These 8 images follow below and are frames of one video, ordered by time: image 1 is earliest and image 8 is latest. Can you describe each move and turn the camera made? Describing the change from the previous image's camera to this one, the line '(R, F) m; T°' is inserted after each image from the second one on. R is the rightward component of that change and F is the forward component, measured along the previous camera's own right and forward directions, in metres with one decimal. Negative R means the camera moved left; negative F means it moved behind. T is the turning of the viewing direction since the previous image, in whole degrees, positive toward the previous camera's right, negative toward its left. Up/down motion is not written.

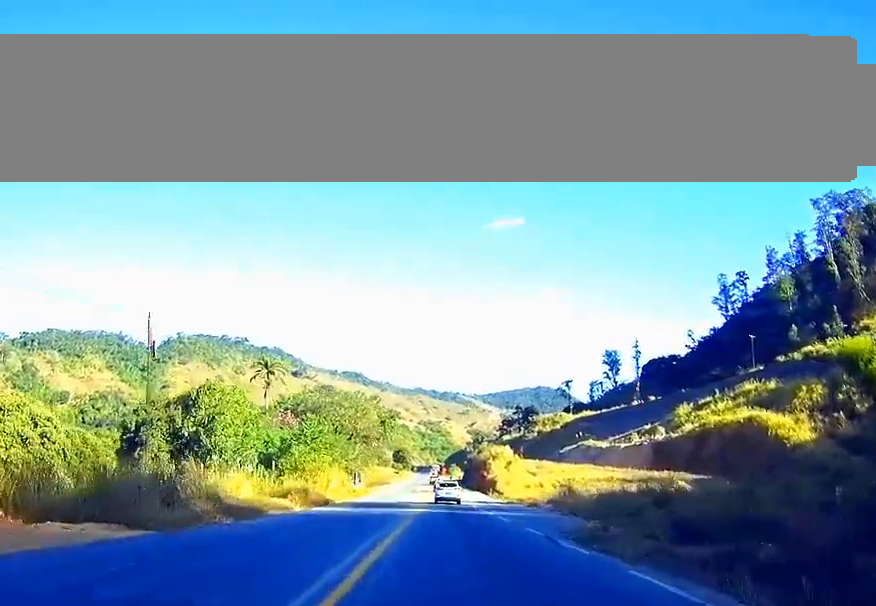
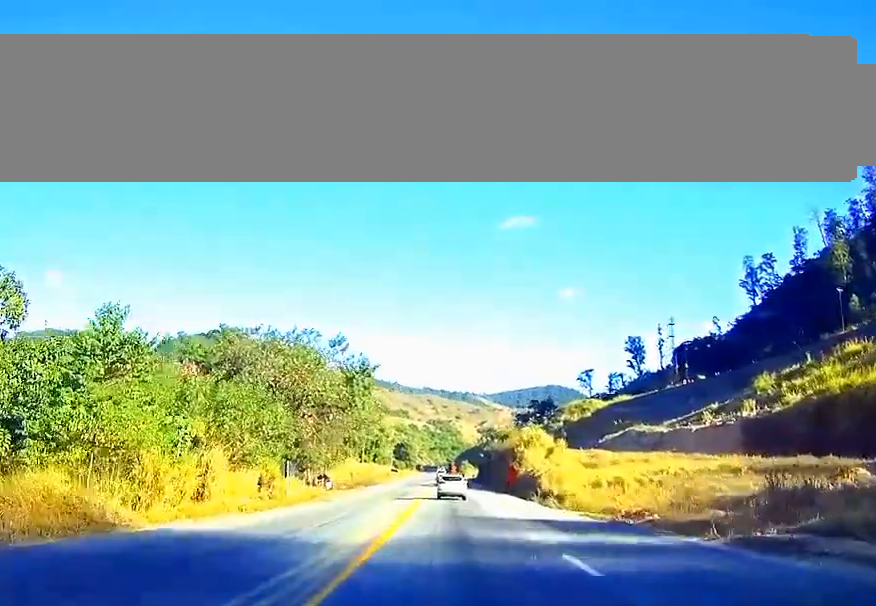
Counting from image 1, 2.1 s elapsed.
(-0.7, +43.3) m; -1°
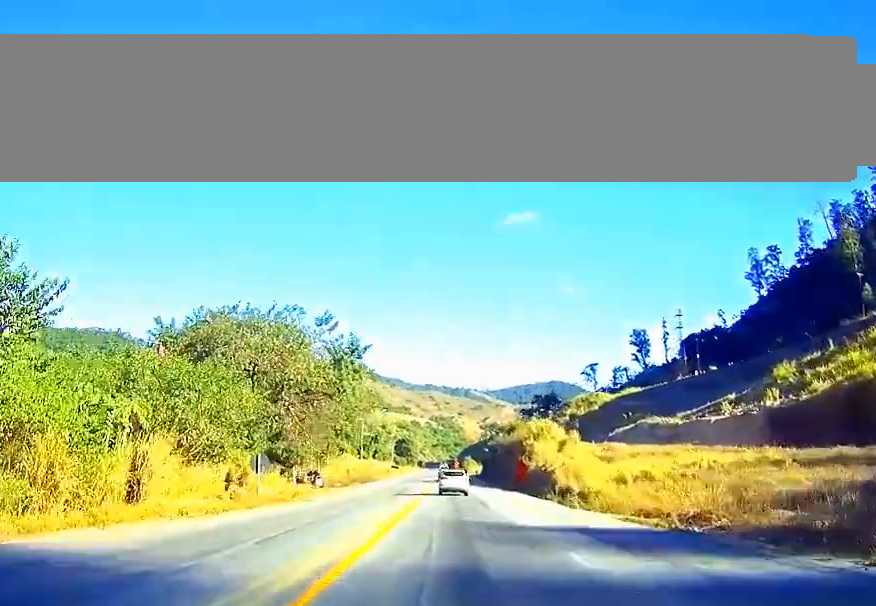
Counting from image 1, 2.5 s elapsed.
(0.0, +8.1) m; 0°
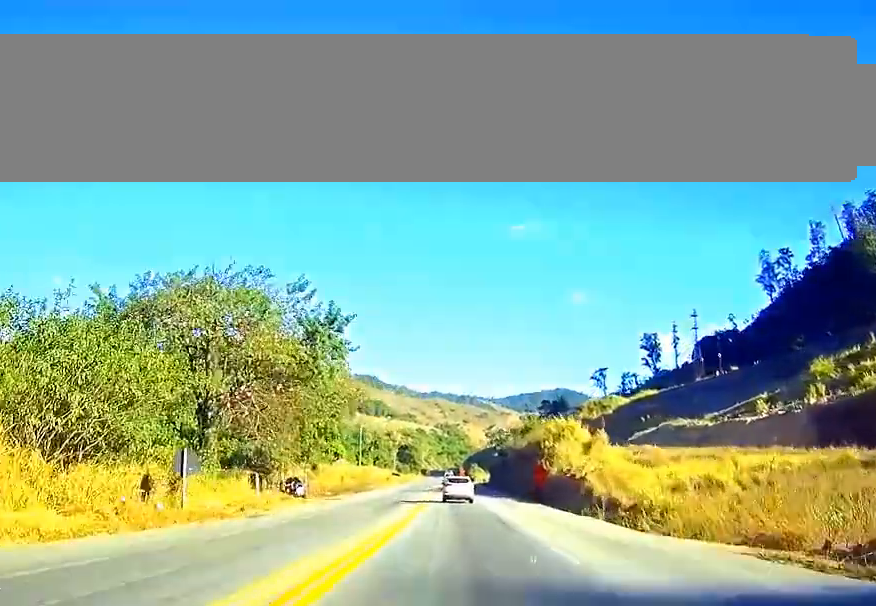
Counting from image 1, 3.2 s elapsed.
(-0.1, +13.0) m; 0°
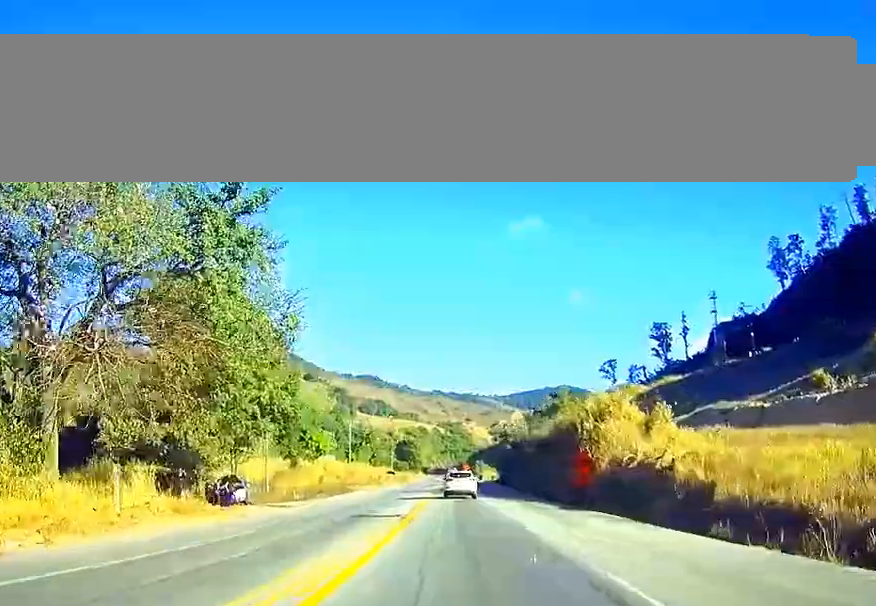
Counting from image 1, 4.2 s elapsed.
(-0.1, +20.6) m; -1°
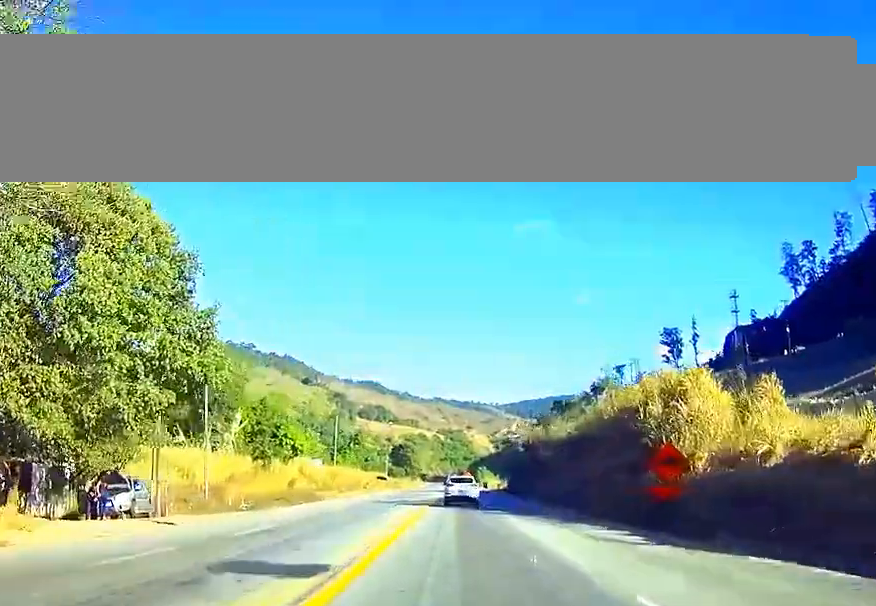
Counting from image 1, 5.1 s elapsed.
(-0.1, +17.3) m; 0°
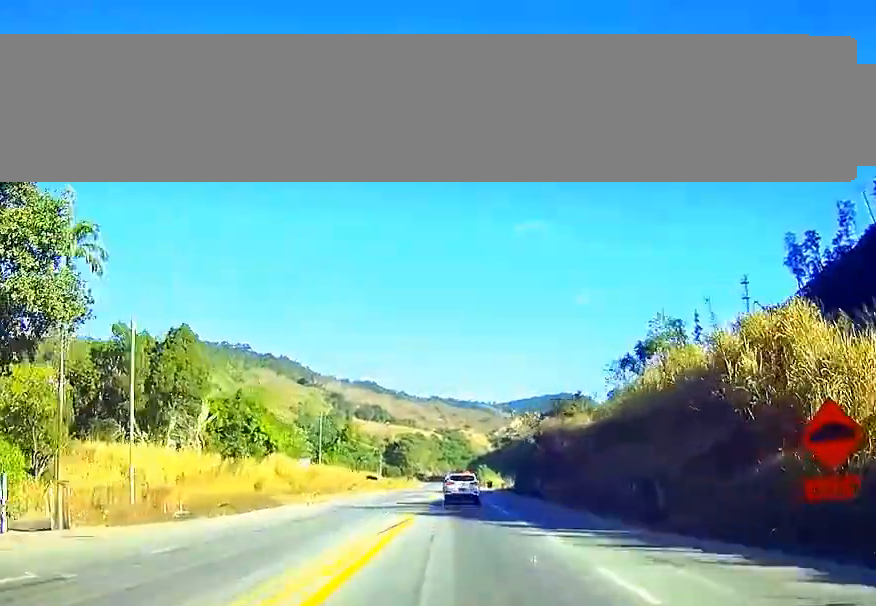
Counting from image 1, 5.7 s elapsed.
(-0.1, +12.0) m; 0°
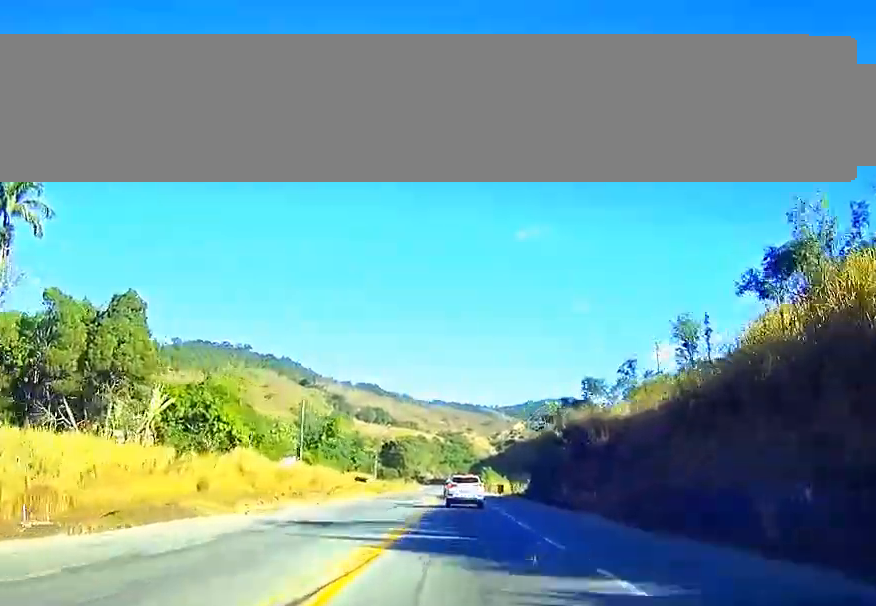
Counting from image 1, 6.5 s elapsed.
(+0.2, +14.8) m; 0°
